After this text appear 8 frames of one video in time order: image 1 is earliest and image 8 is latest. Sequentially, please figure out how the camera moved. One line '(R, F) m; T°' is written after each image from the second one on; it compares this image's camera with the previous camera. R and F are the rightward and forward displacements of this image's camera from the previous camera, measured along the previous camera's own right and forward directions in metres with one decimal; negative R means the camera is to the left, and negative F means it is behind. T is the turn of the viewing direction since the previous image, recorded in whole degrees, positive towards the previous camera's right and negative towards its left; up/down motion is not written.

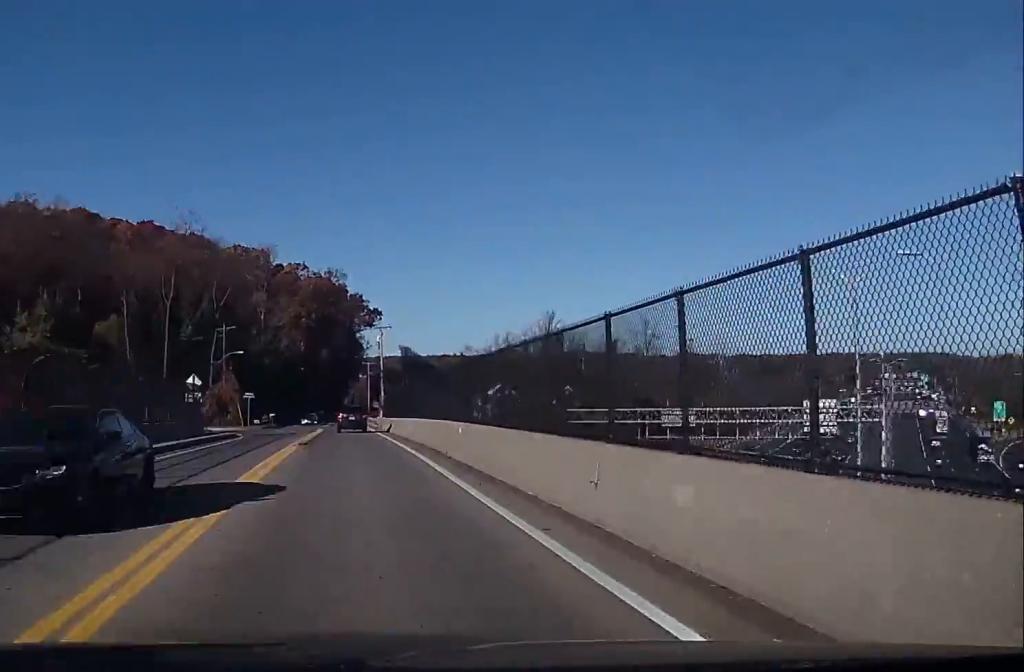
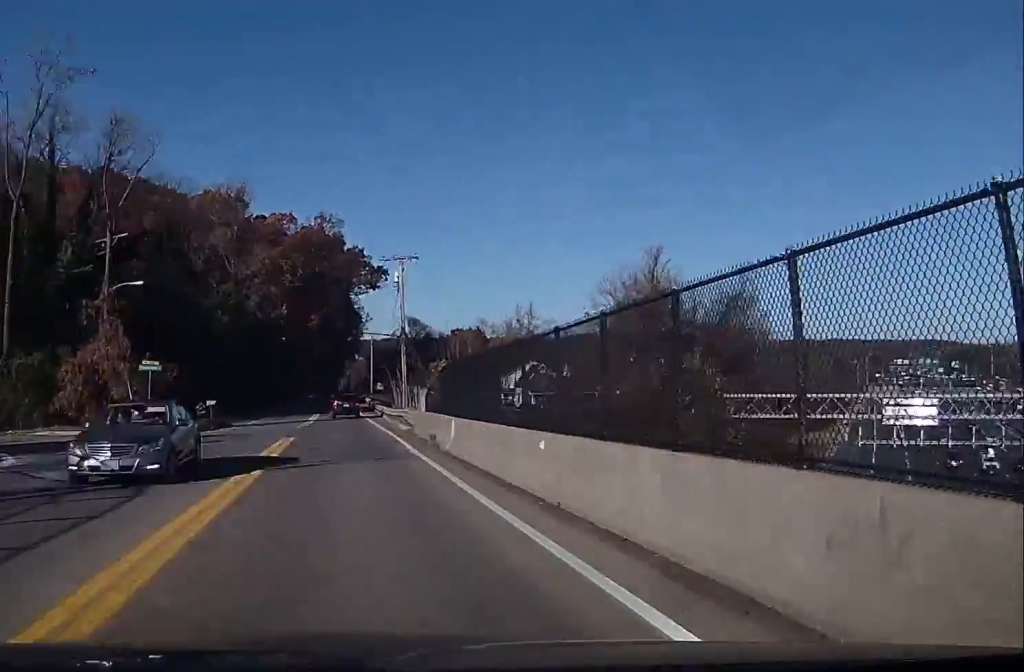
(0.0, +40.7) m; 0°
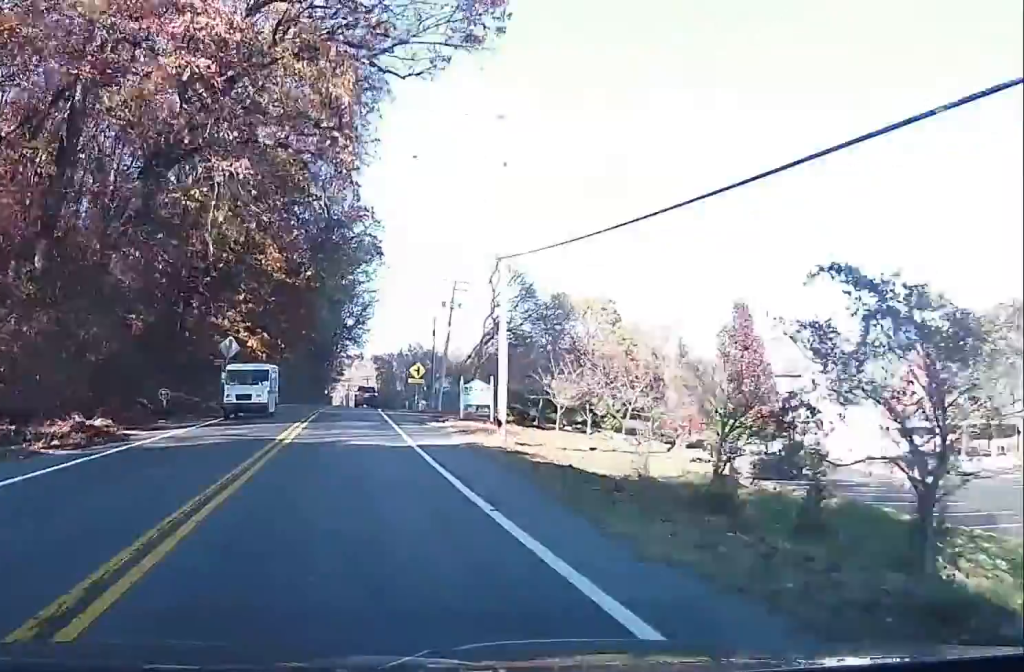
(-0.1, +110.6) m; +1°
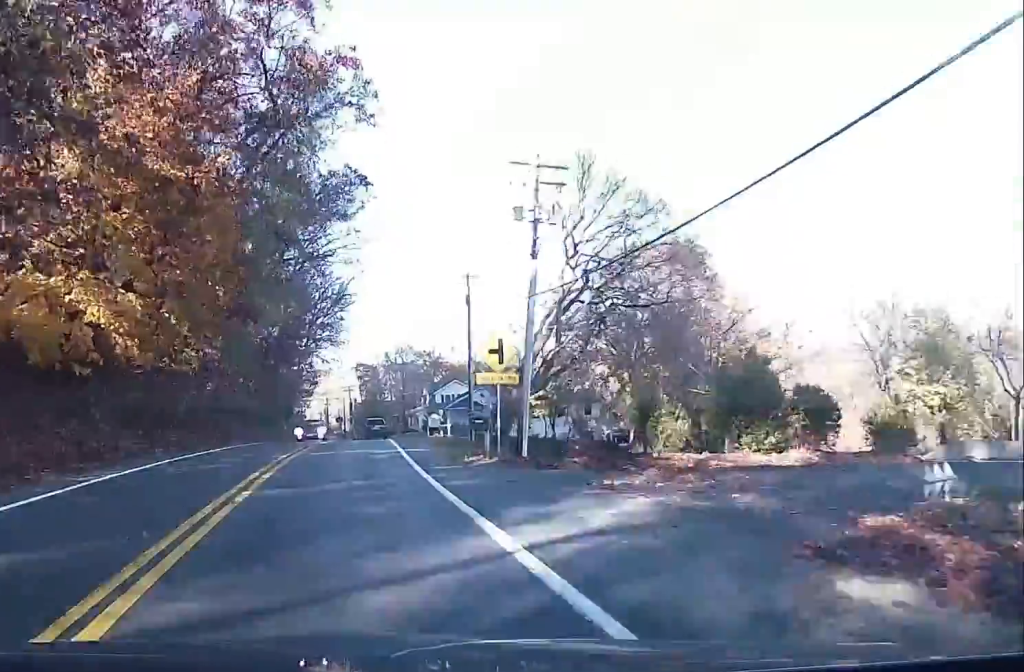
(+0.3, +41.2) m; +1°
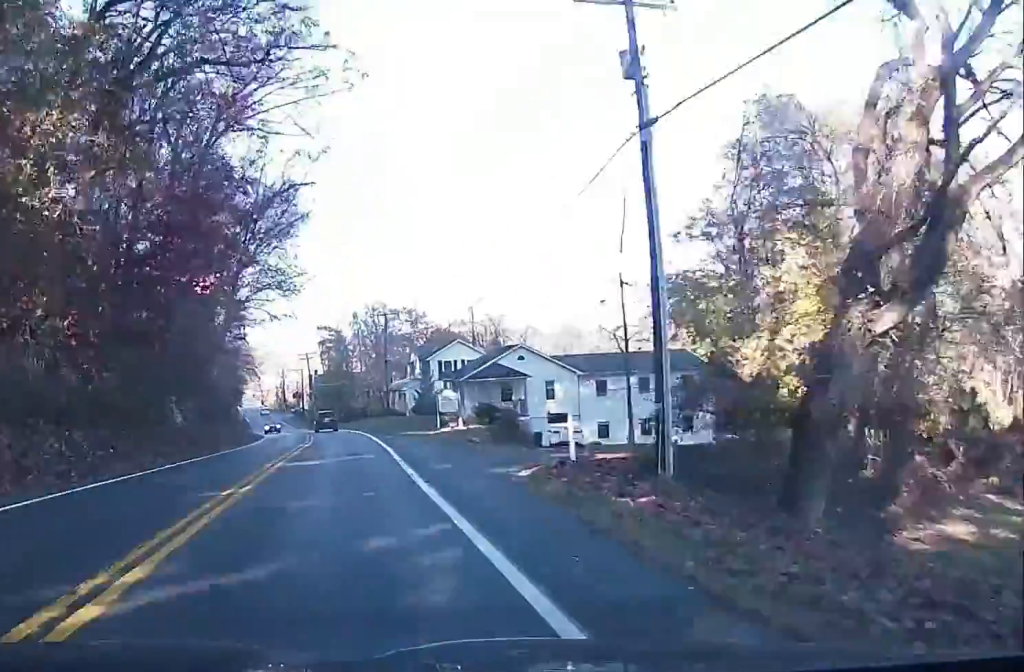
(+0.3, +39.1) m; 0°
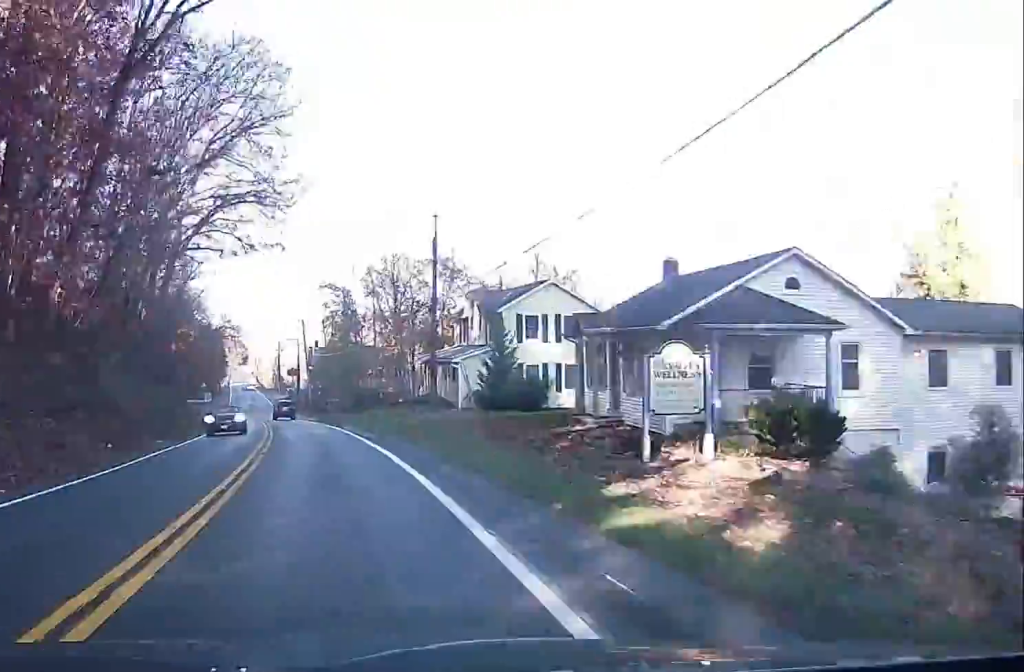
(+0.9, +39.2) m; -1°
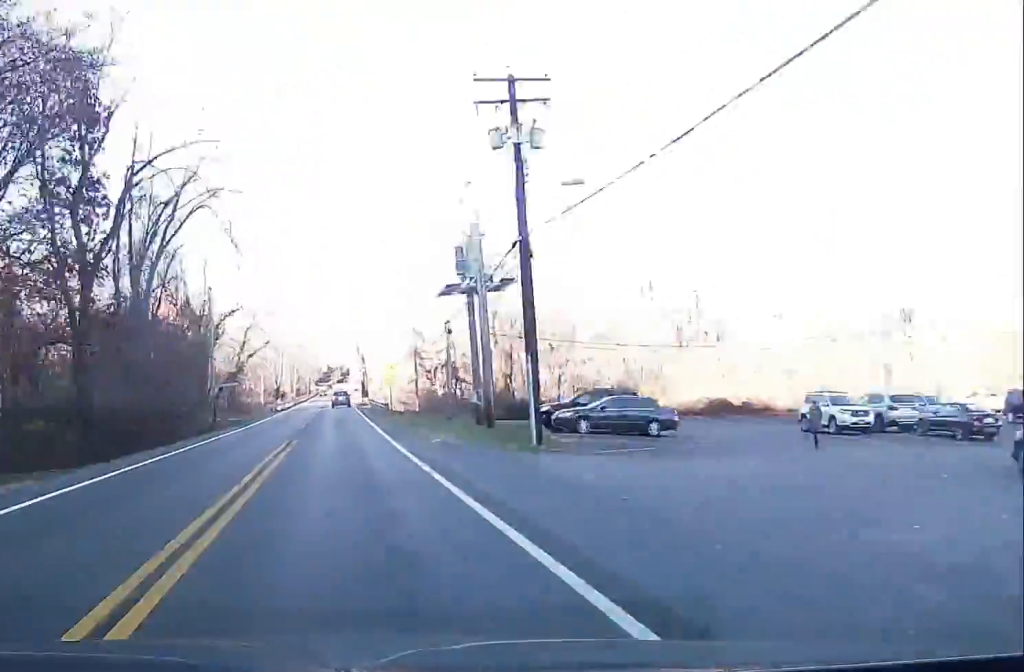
(-8.7, +155.3) m; -4°
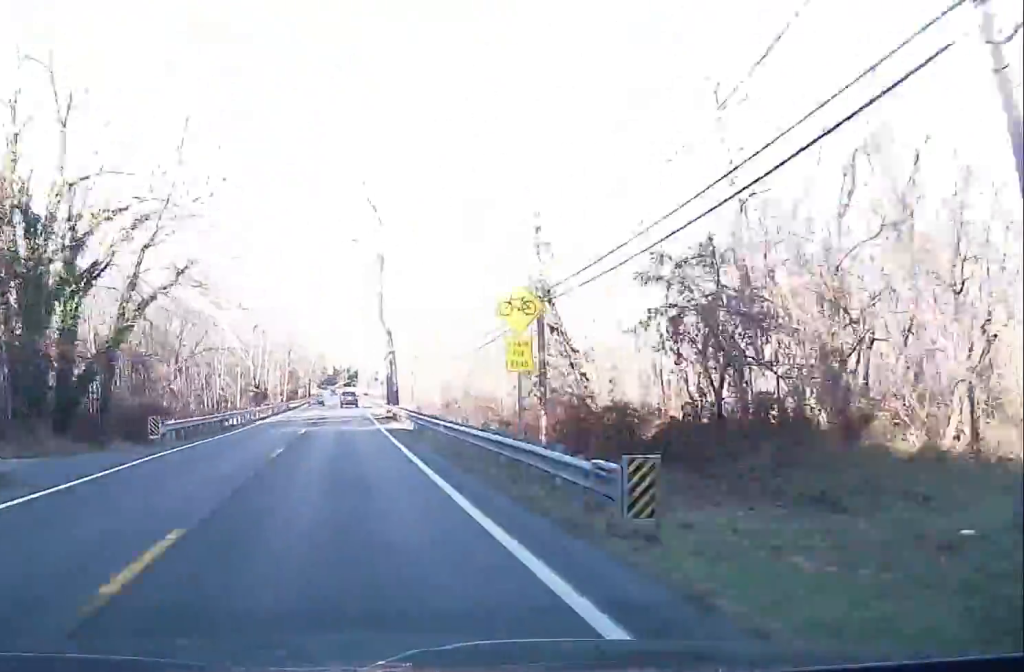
(+0.2, +43.4) m; 0°
